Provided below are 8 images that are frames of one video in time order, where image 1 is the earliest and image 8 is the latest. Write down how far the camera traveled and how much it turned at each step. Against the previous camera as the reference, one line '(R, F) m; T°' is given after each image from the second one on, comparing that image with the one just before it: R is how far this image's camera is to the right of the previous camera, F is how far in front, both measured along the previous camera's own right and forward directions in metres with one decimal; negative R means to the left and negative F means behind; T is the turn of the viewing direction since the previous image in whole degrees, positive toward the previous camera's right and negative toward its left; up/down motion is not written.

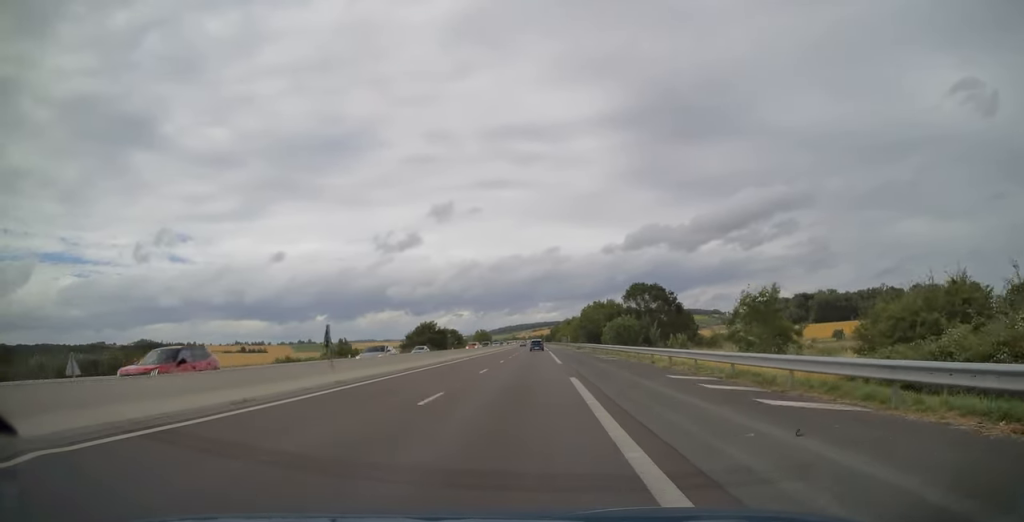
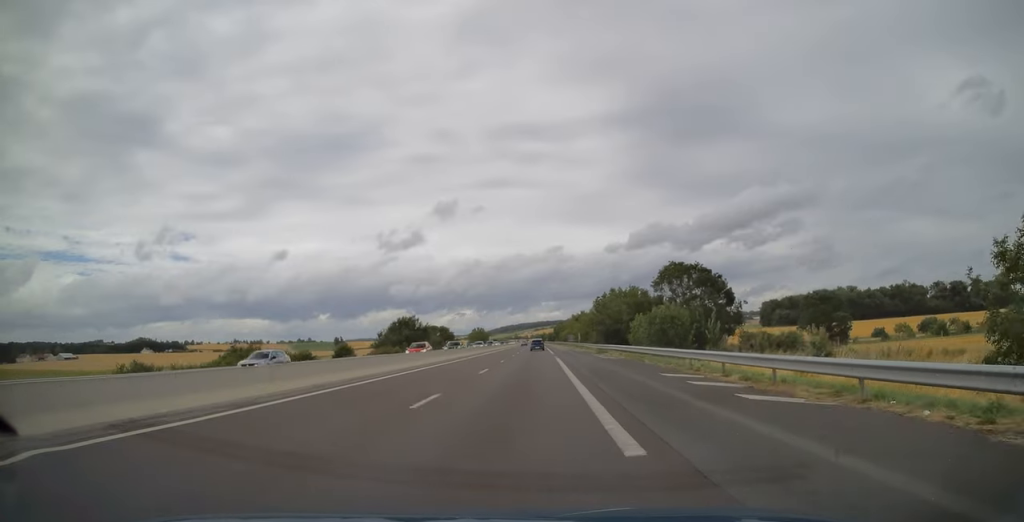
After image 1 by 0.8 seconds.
(-0.1, +26.7) m; 0°
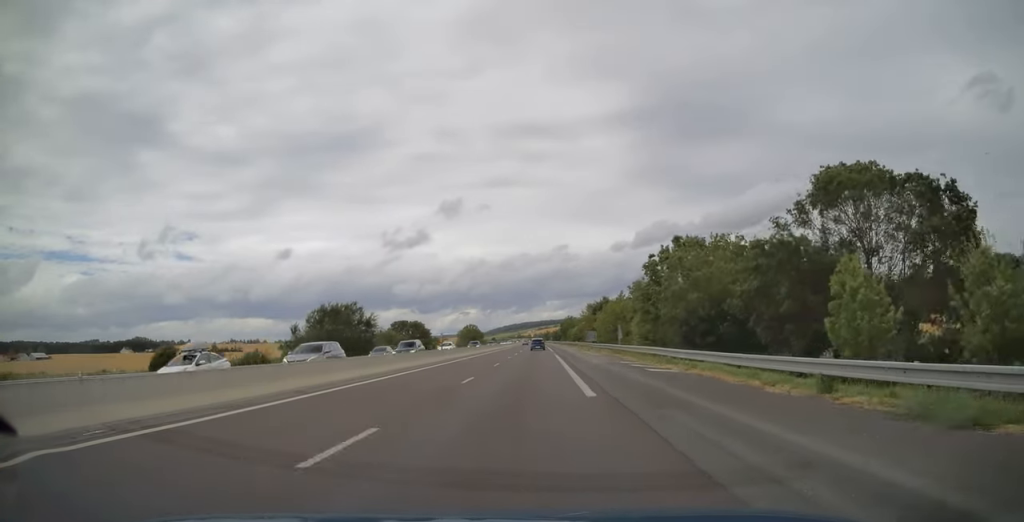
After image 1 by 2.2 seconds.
(-0.1, +44.9) m; 0°
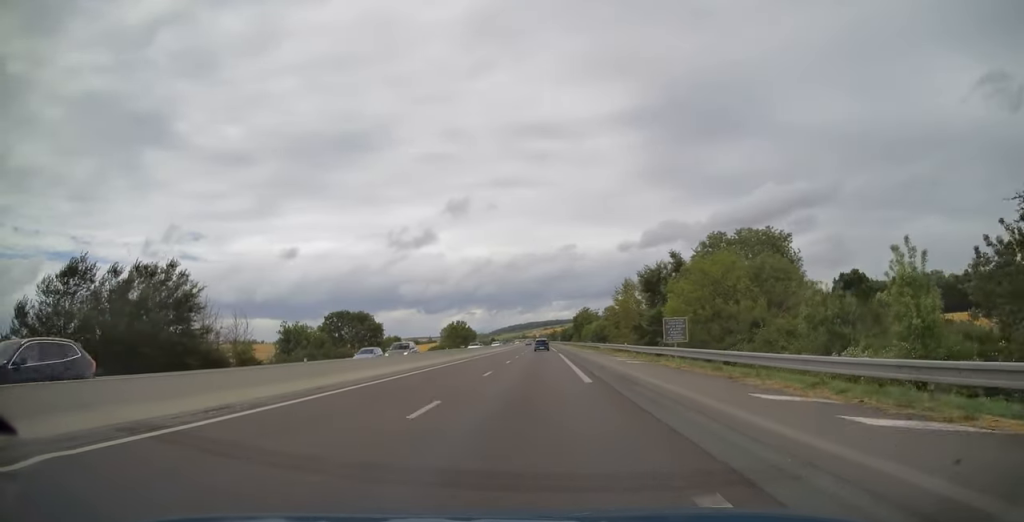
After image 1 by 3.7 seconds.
(-0.2, +47.8) m; 0°
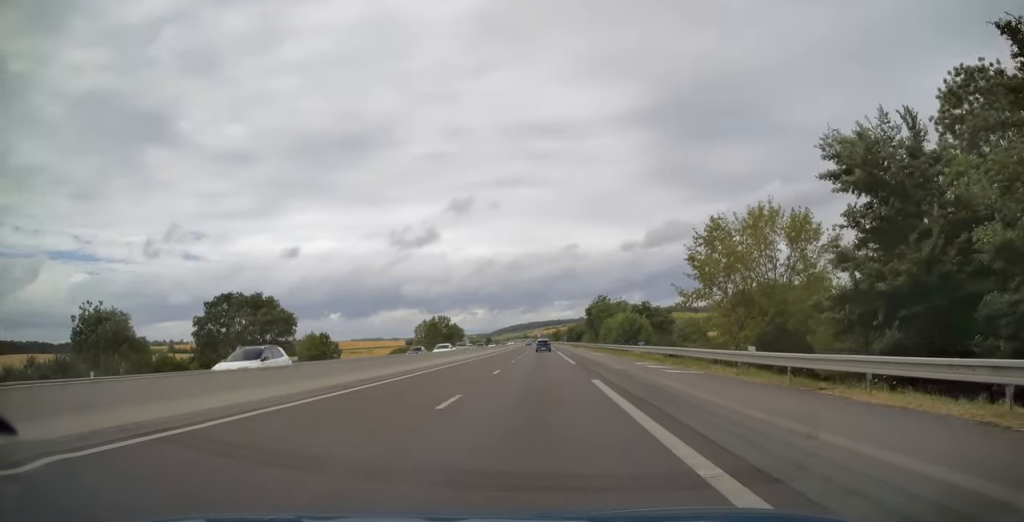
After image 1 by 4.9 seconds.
(-0.2, +37.6) m; 0°
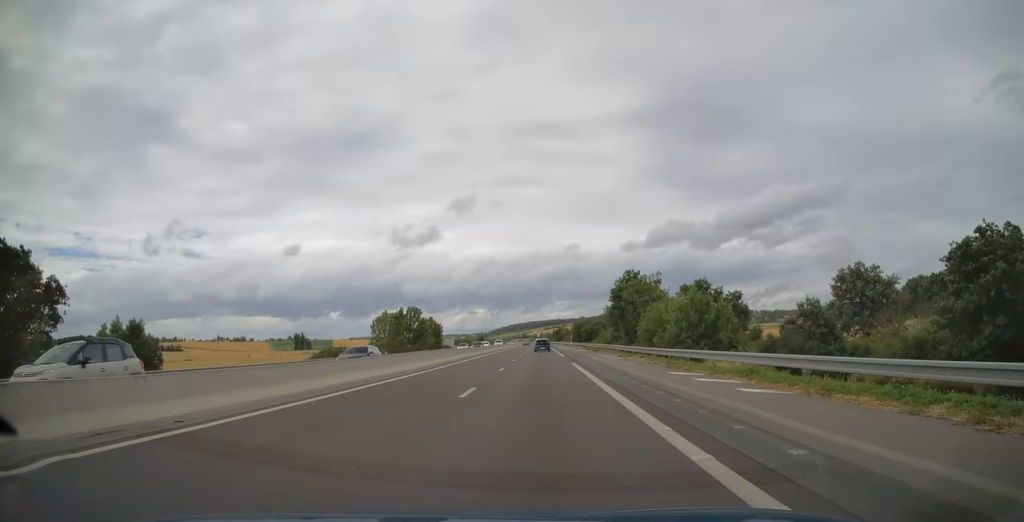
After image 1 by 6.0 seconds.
(0.0, +36.6) m; 0°
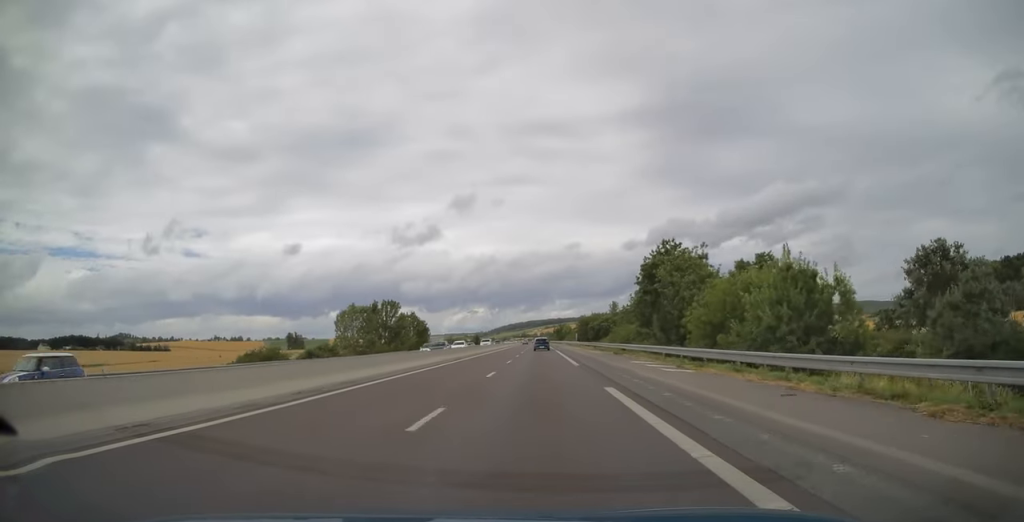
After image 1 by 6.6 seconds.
(0.0, +18.8) m; 0°
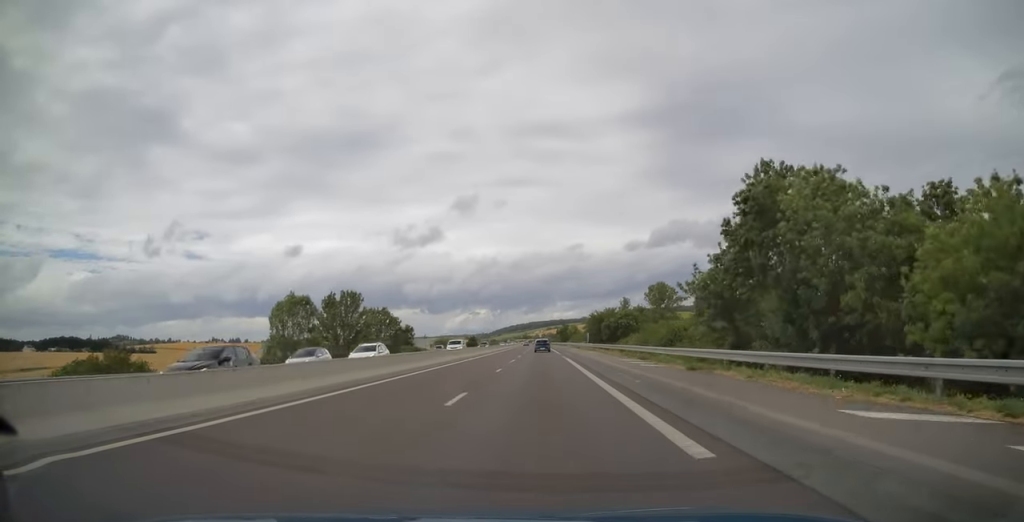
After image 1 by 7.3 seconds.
(0.0, +22.5) m; 0°
